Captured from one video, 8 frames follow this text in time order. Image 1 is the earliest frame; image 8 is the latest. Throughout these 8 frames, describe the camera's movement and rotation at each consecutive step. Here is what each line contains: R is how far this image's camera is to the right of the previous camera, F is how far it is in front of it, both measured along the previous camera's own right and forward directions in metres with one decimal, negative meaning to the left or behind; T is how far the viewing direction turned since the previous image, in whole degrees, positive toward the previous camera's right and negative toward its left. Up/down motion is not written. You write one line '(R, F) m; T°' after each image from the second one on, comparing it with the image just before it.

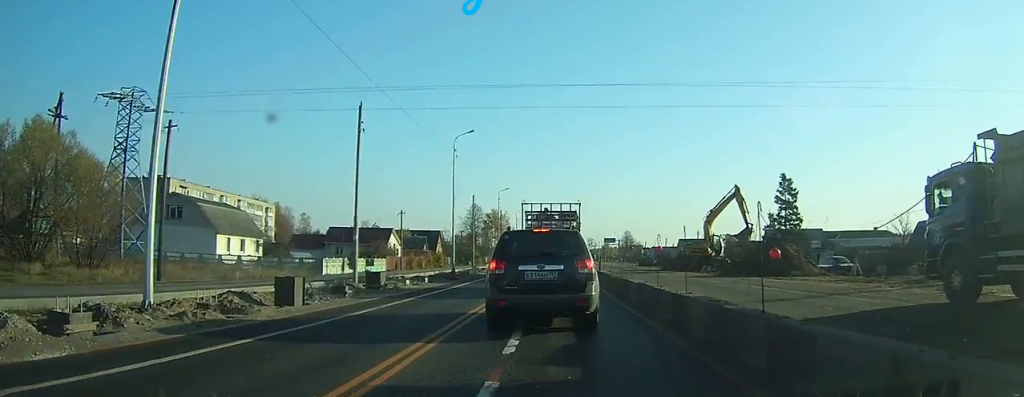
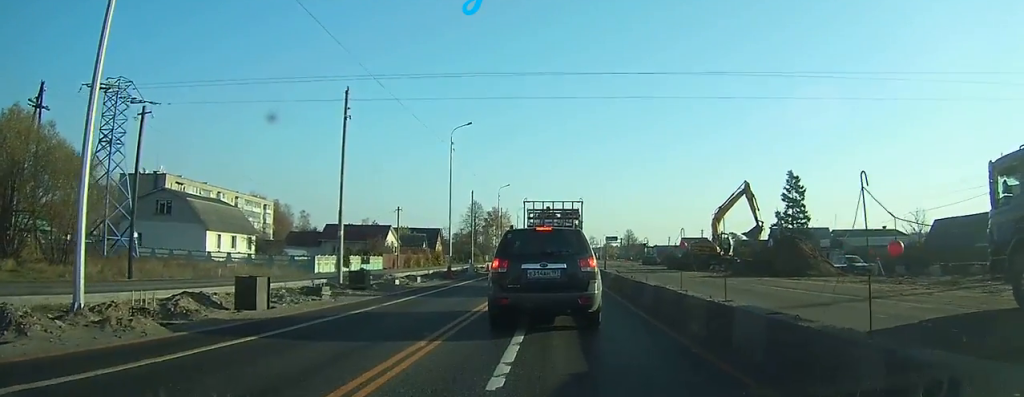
(0.0, +2.4) m; 0°
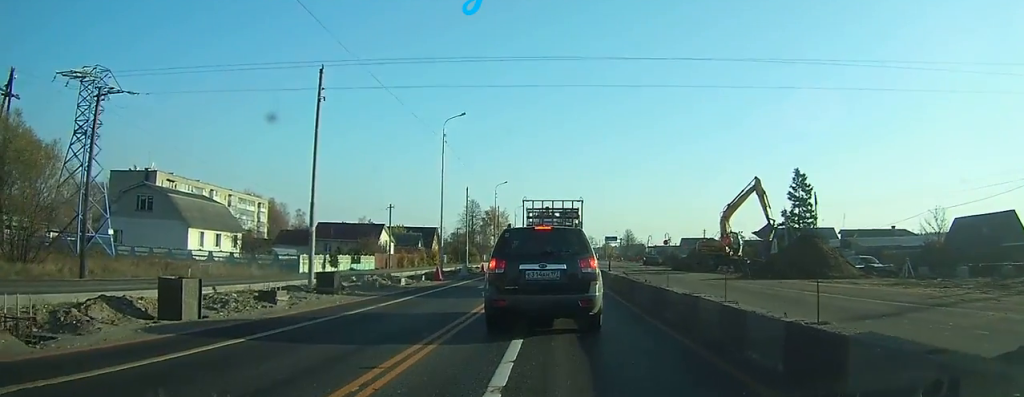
(0.0, +3.2) m; +4°
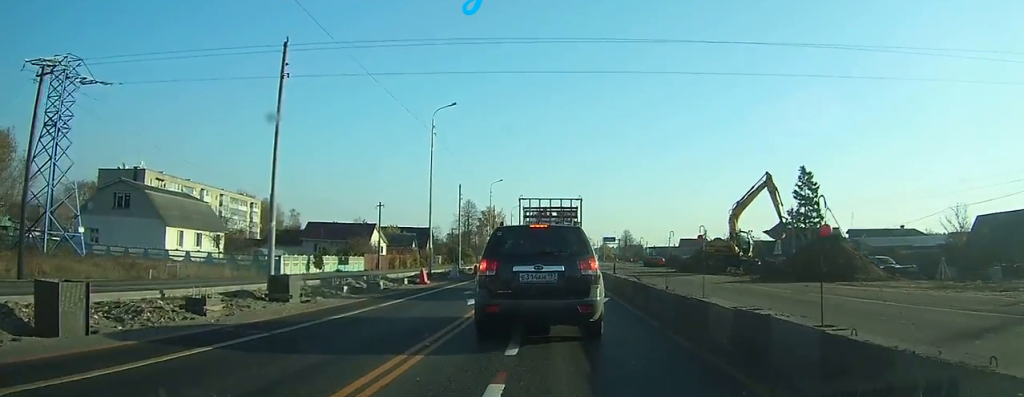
(+0.2, +3.0) m; +3°
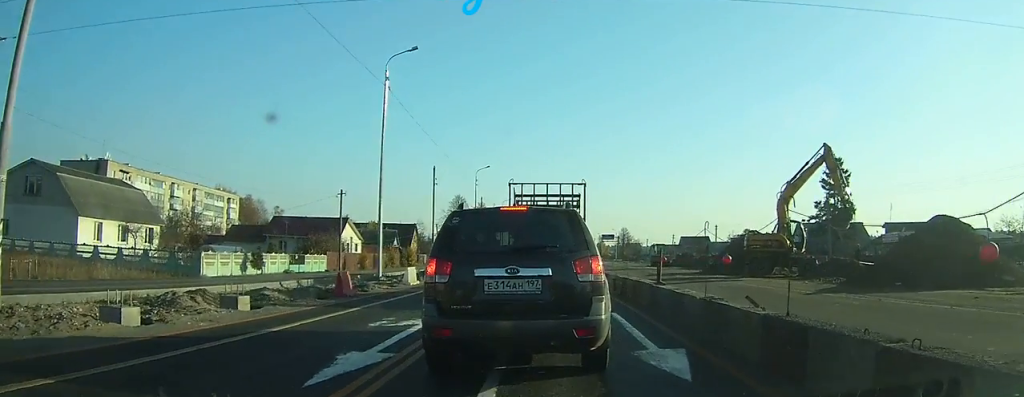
(+0.4, +9.7) m; +6°
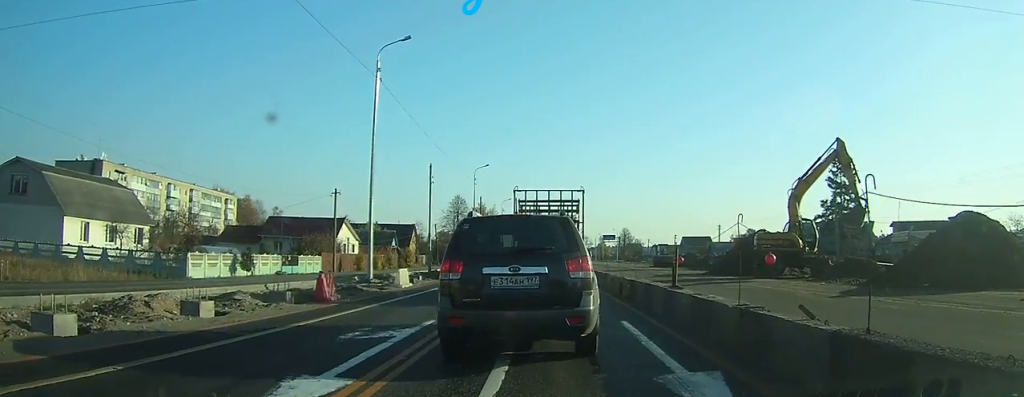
(+0.1, +2.5) m; -5°
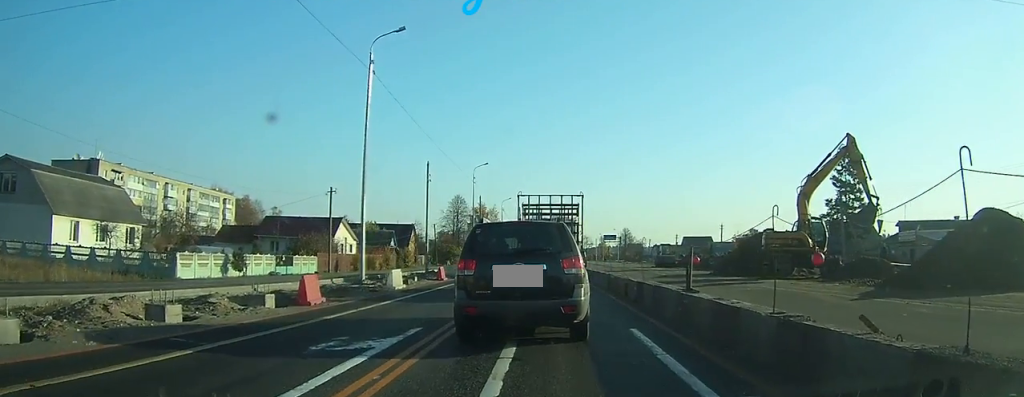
(-0.2, +1.7) m; -5°
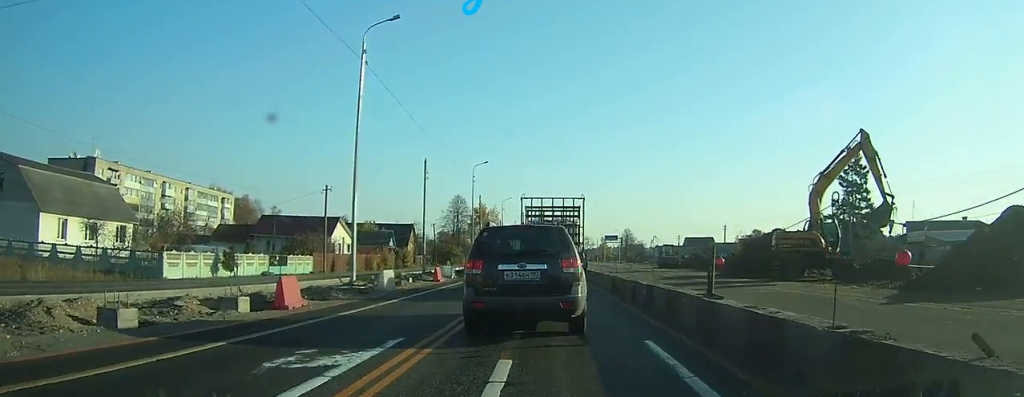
(-0.1, +1.4) m; -2°
